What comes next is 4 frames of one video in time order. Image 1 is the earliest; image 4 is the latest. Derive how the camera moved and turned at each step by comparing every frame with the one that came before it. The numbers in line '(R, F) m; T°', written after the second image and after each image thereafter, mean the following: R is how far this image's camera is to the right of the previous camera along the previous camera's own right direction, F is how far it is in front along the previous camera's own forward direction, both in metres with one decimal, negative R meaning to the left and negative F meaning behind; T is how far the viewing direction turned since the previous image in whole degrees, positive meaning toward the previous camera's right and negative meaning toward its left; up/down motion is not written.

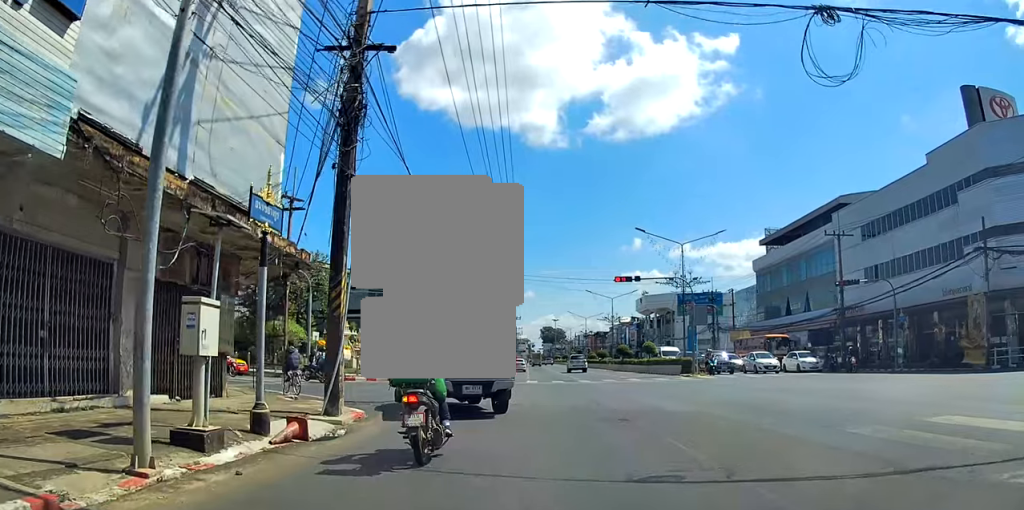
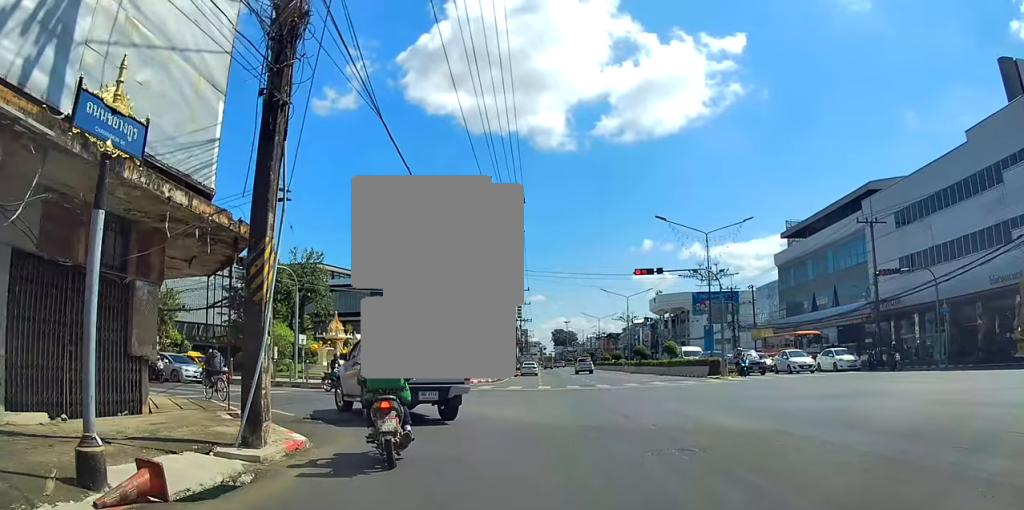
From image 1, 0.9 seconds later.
(-0.1, +3.5) m; -8°
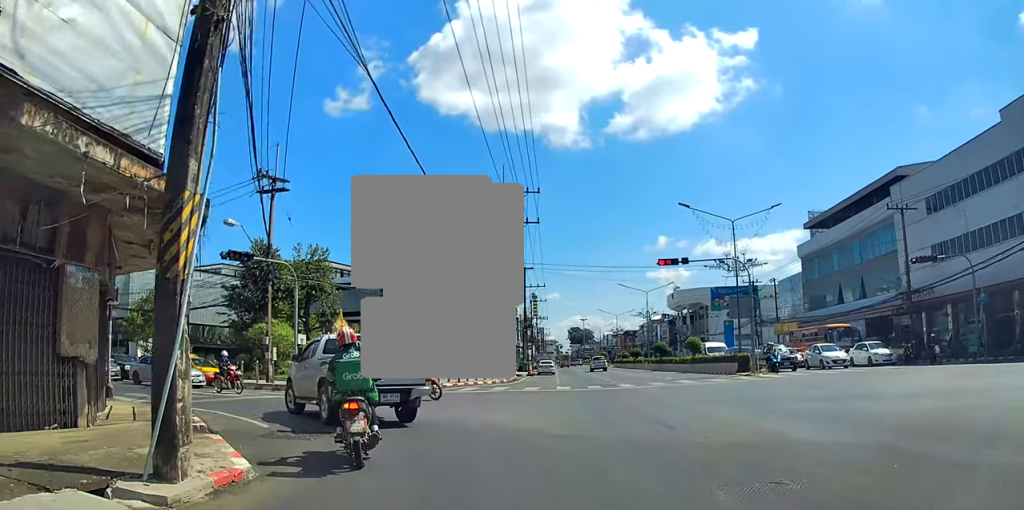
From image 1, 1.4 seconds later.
(0.0, +2.2) m; -7°
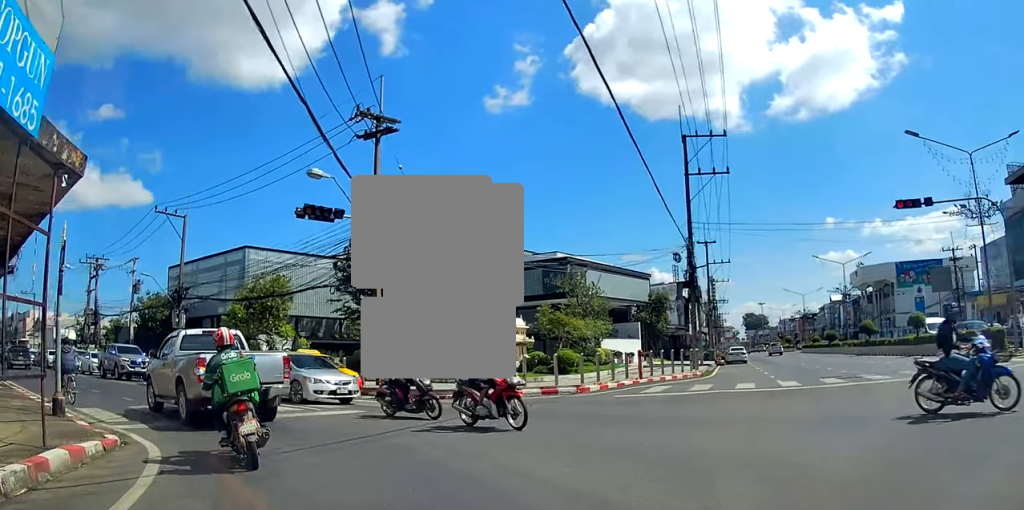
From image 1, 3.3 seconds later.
(-1.5, +7.1) m; -17°
